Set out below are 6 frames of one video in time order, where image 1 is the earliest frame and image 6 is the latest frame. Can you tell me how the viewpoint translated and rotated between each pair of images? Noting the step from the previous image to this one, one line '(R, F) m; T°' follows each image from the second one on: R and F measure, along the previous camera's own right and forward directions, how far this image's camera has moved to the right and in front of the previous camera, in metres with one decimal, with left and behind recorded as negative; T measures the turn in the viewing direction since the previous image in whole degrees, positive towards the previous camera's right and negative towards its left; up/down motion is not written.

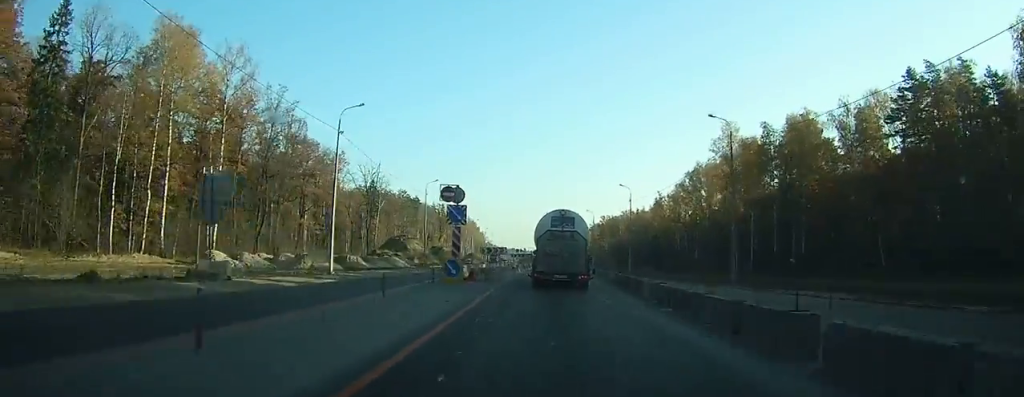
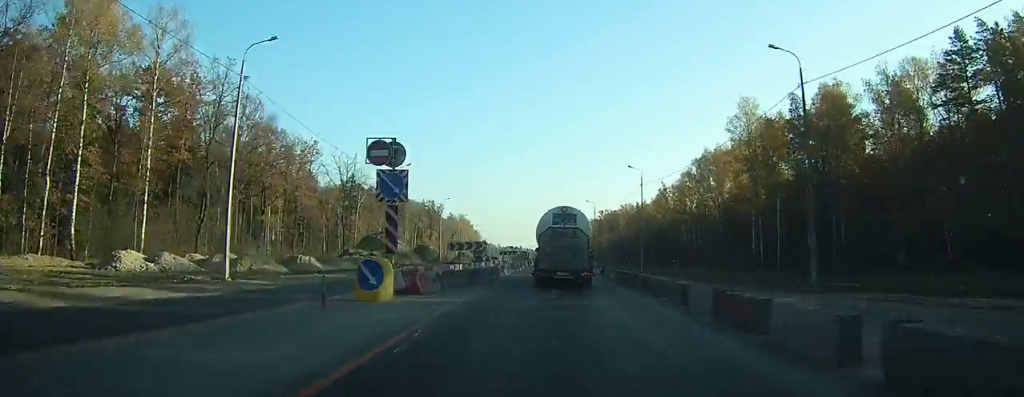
(-0.1, +12.3) m; 0°
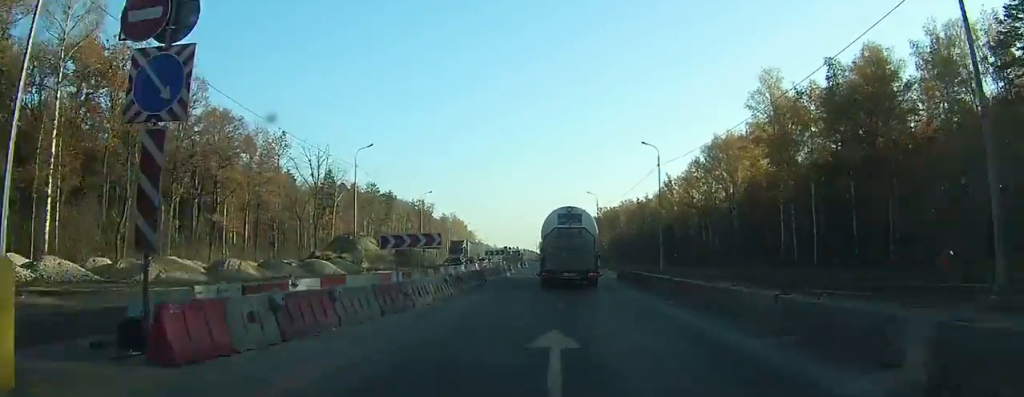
(0.0, +12.5) m; 0°
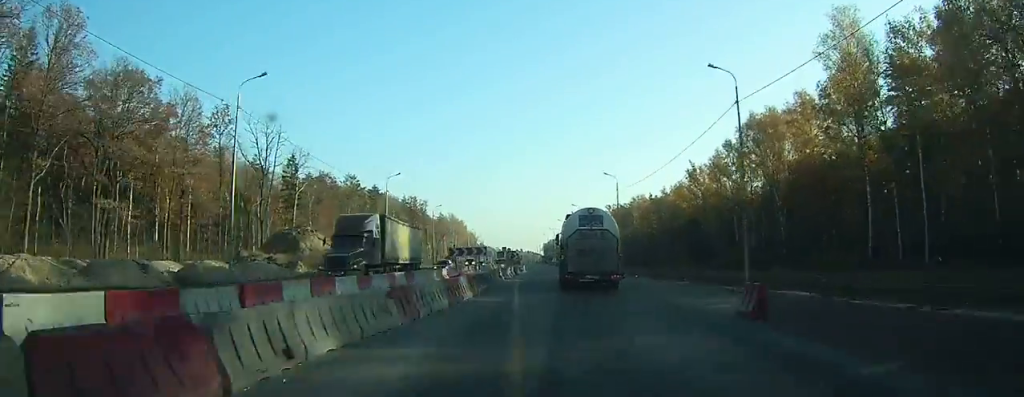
(+0.1, +21.7) m; +1°
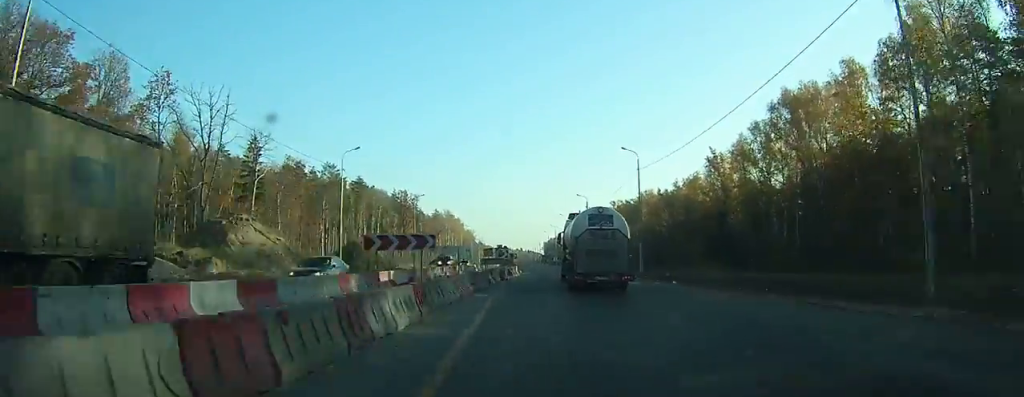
(0.0, +15.3) m; 0°
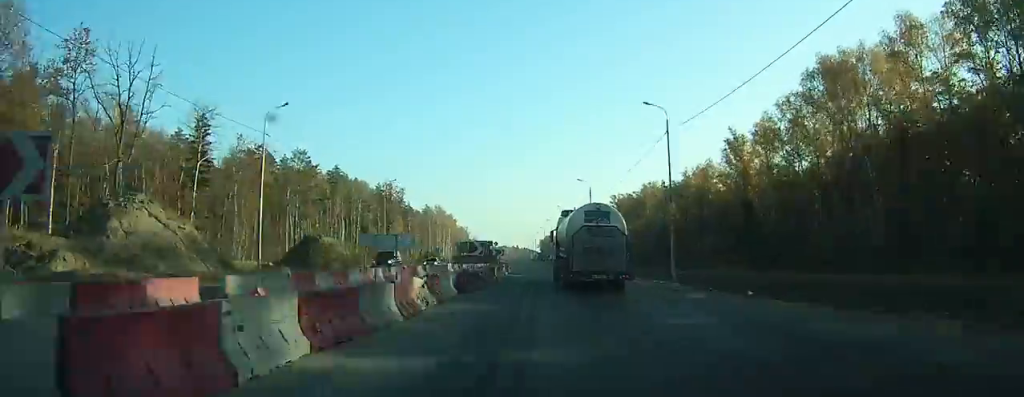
(+0.1, +14.3) m; 0°
